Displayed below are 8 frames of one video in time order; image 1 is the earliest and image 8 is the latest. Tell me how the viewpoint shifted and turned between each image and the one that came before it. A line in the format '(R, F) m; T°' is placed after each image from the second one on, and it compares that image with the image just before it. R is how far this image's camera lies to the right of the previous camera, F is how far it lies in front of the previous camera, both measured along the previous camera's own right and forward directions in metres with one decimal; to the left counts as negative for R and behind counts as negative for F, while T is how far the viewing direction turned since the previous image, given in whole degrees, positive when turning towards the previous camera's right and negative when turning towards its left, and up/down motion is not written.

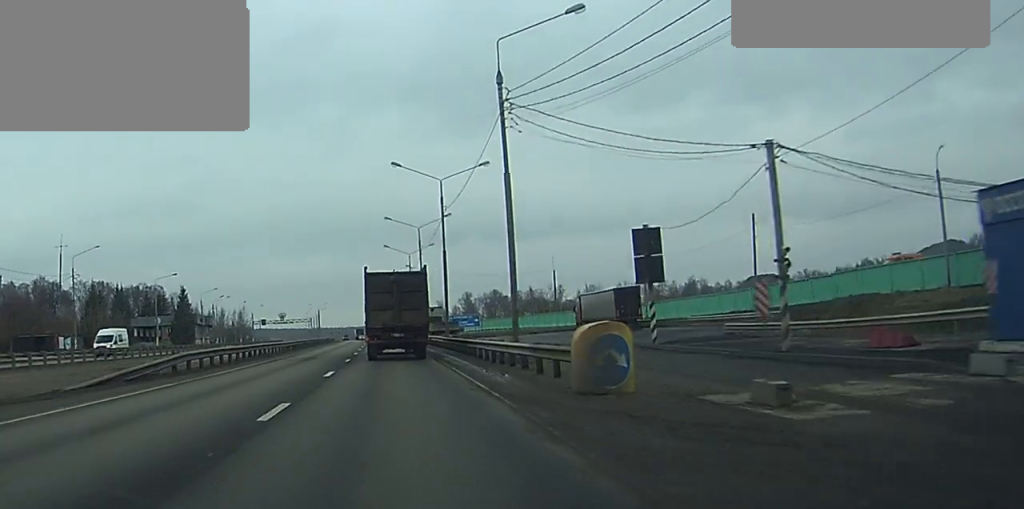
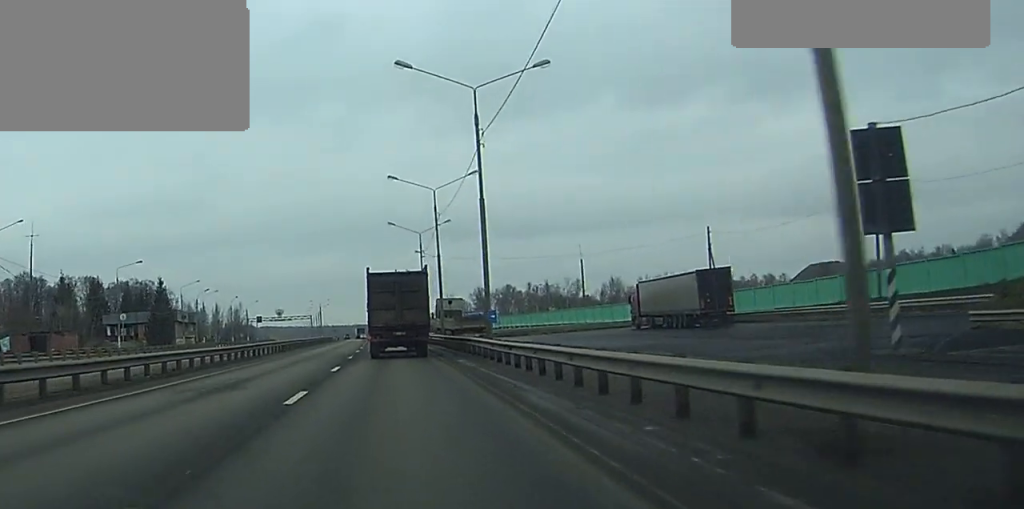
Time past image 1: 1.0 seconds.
(-0.1, +21.3) m; -1°
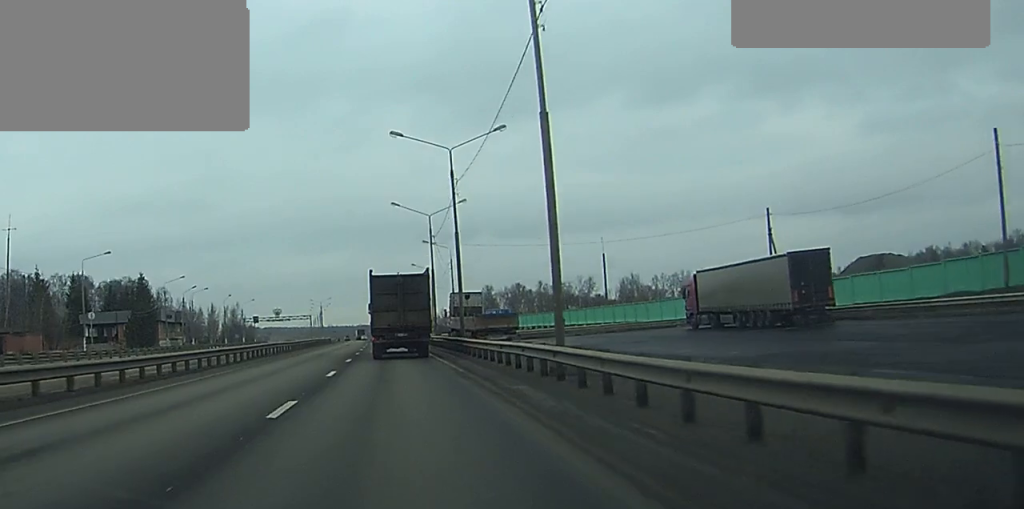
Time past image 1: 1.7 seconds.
(-0.1, +14.2) m; 0°
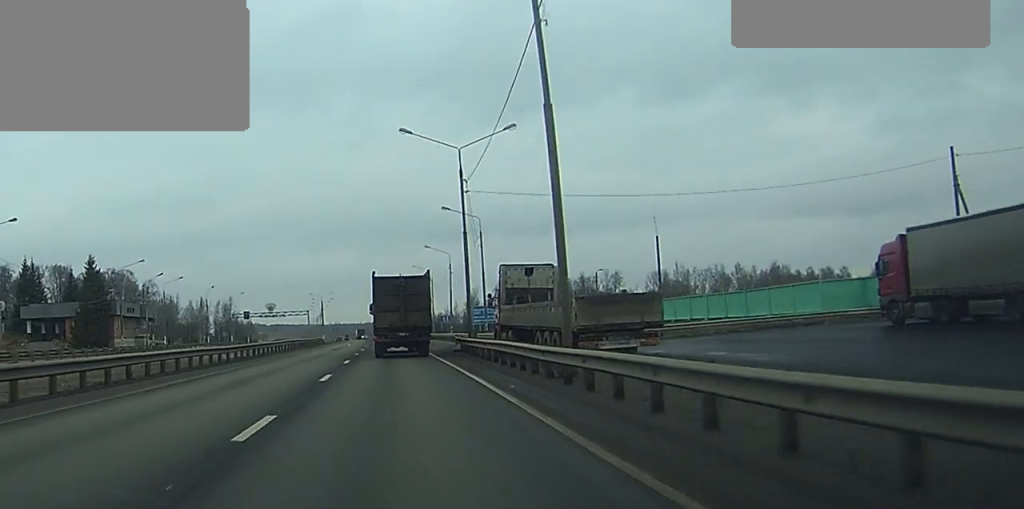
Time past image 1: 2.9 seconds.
(-0.2, +26.8) m; 0°
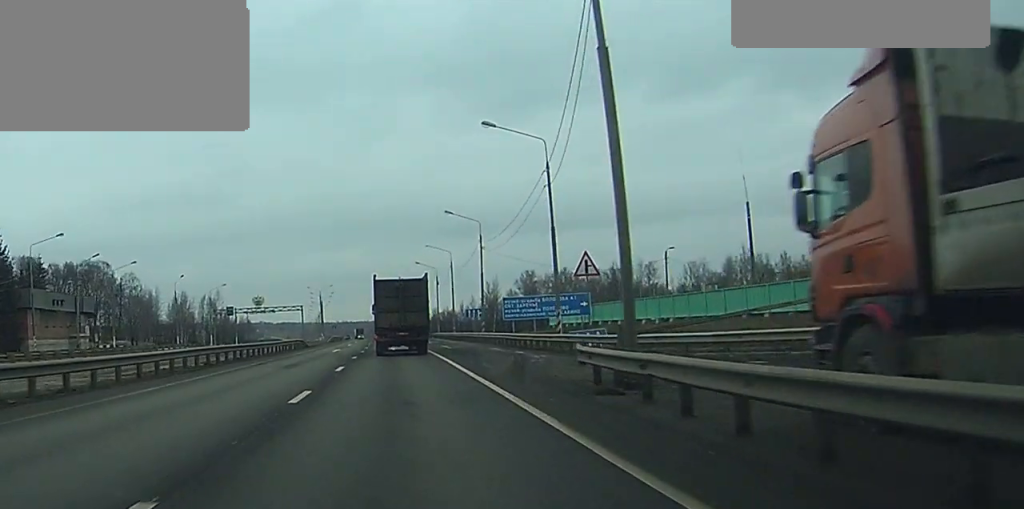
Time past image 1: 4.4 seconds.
(0.0, +31.0) m; 0°
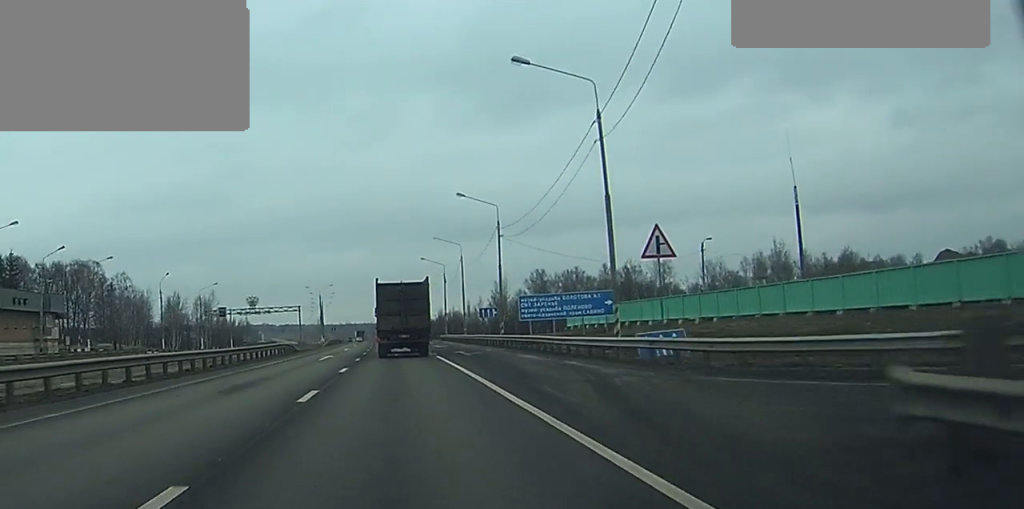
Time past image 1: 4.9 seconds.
(0.0, +11.3) m; 0°
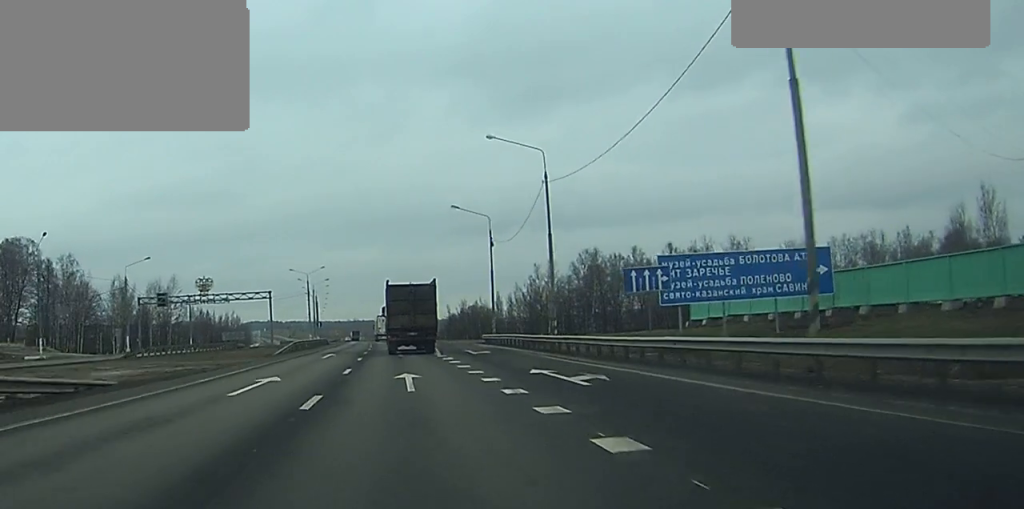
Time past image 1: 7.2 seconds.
(-0.5, +49.1) m; -1°
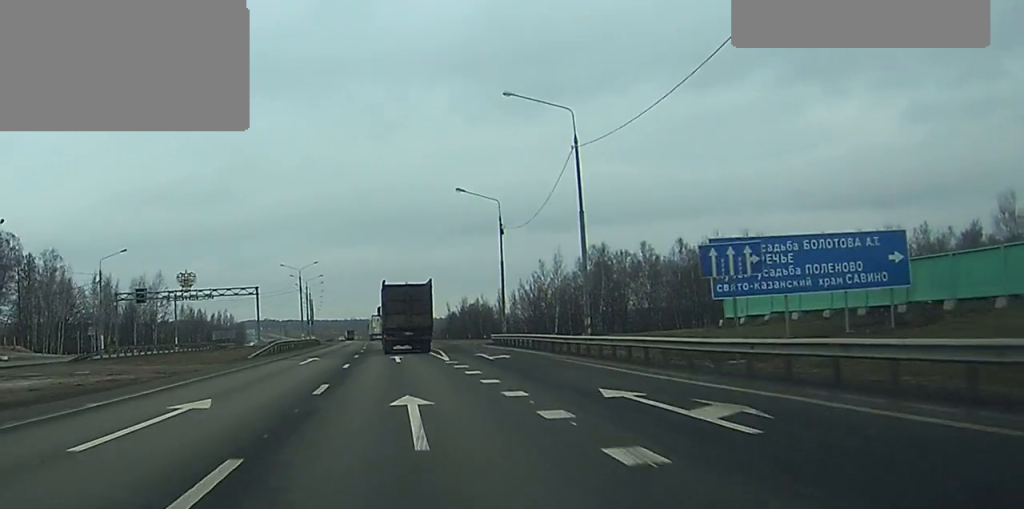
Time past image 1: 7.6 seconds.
(0.0, +8.7) m; 0°
